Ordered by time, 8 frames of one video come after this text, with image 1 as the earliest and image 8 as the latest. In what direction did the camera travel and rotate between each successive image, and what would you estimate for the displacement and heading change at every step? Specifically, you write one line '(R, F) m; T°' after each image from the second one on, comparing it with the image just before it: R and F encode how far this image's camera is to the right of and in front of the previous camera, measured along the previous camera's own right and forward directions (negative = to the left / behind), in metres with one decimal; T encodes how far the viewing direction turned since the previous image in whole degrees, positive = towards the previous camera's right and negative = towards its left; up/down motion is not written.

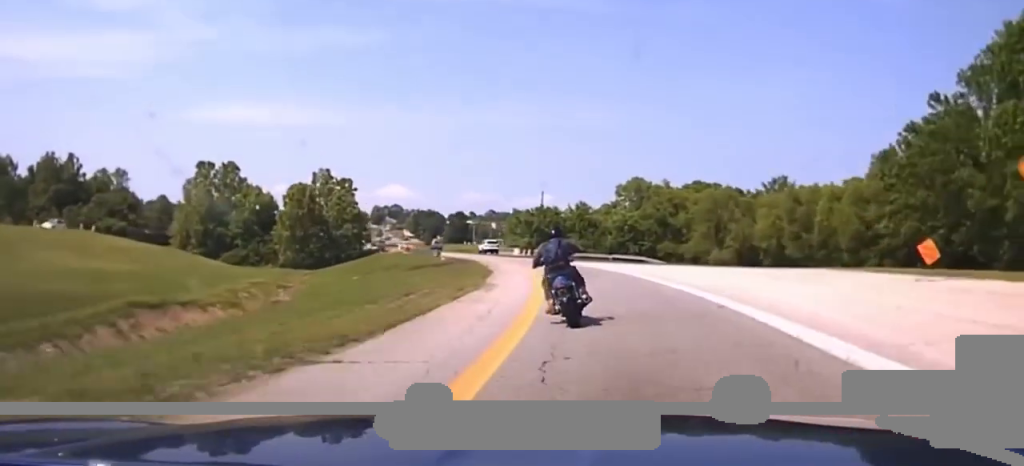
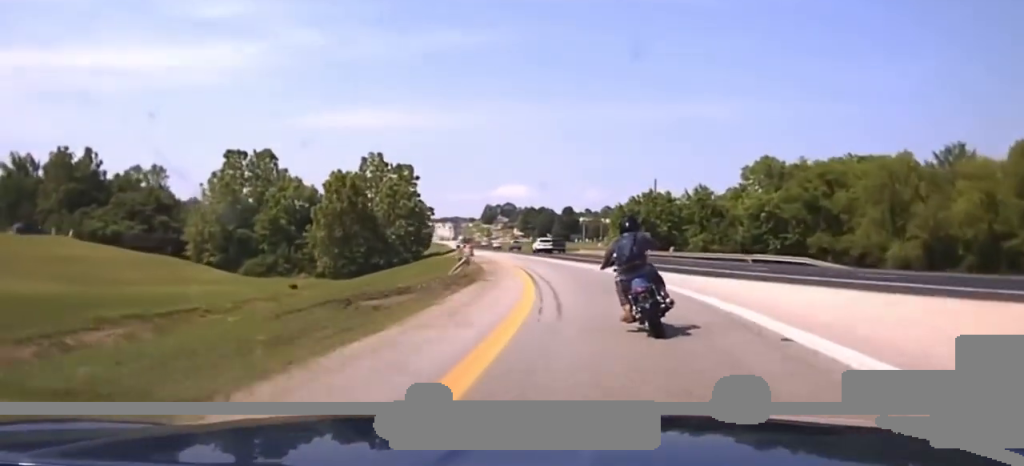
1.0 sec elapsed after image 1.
(-1.3, +28.6) m; -6°
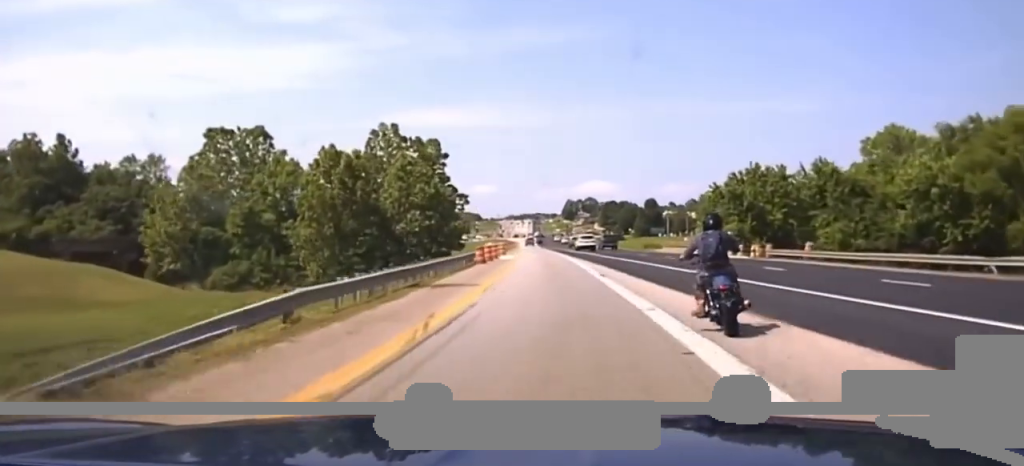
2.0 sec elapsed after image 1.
(-1.7, +30.7) m; -6°
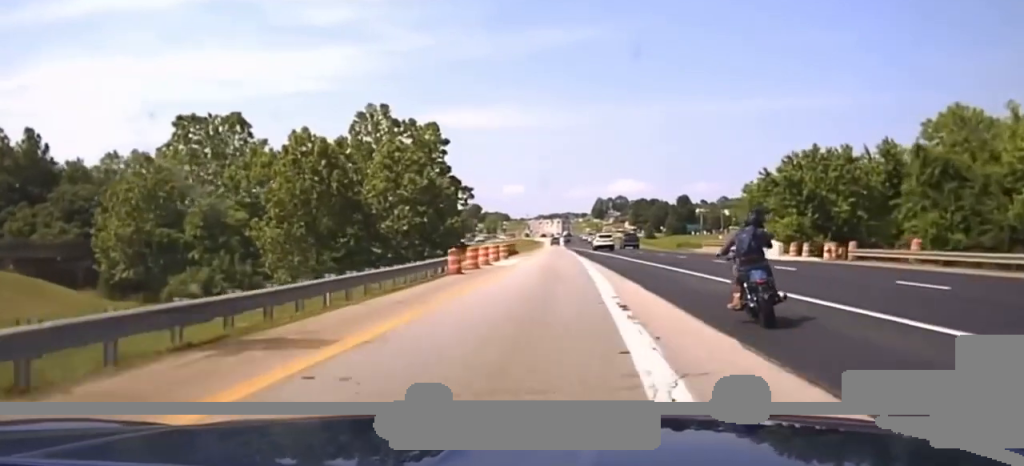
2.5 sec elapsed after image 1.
(-0.4, +15.1) m; -2°
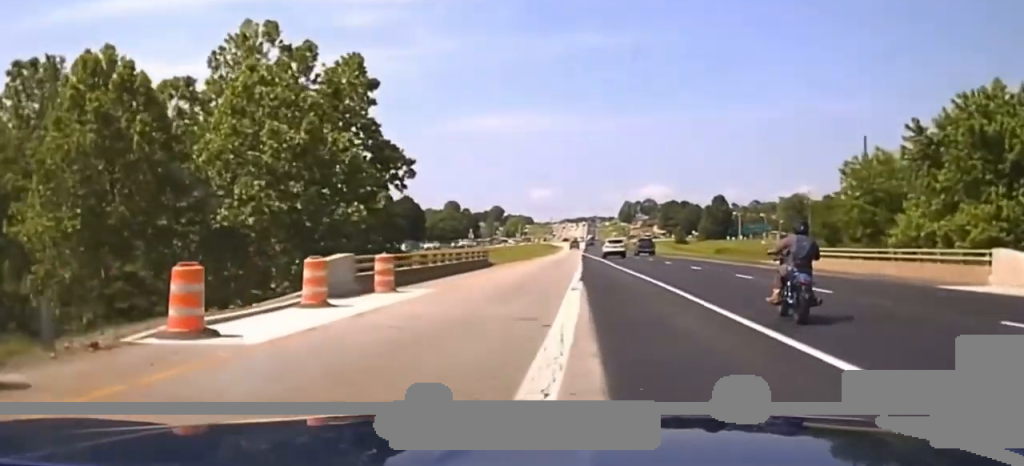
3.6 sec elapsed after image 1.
(-1.5, +33.8) m; -3°
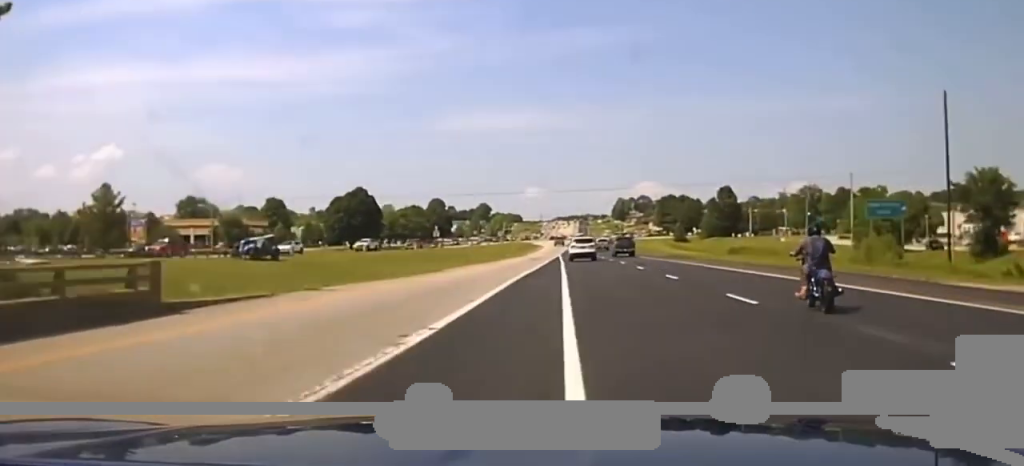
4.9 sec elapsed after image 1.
(0.0, +41.7) m; +1°
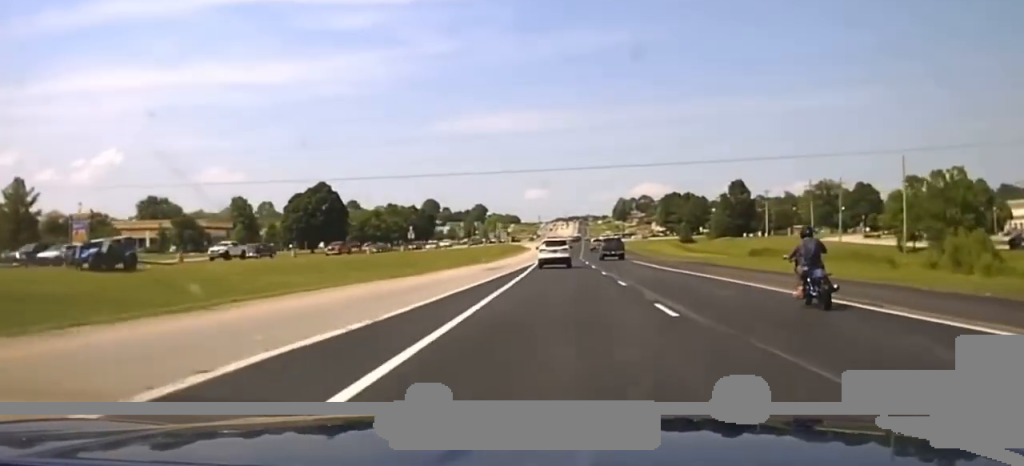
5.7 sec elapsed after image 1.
(+0.2, +29.2) m; +1°
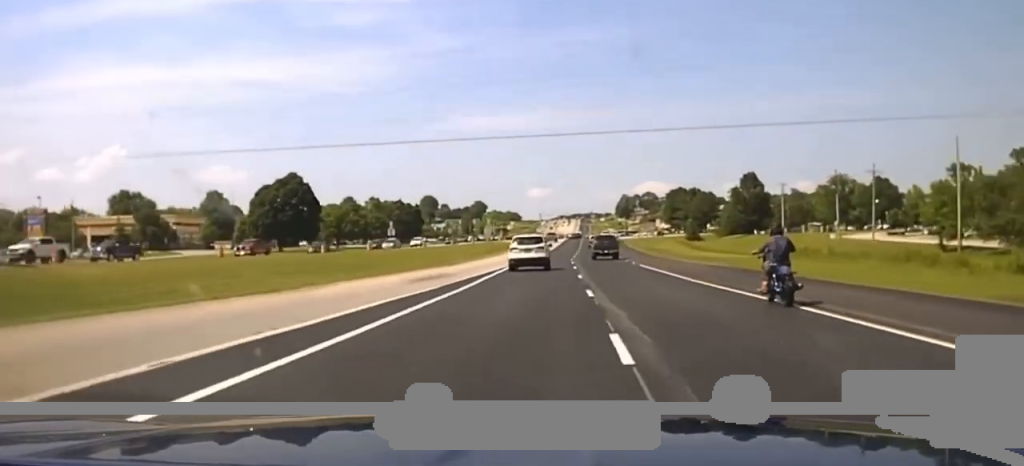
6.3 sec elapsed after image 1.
(0.0, +19.2) m; 0°
